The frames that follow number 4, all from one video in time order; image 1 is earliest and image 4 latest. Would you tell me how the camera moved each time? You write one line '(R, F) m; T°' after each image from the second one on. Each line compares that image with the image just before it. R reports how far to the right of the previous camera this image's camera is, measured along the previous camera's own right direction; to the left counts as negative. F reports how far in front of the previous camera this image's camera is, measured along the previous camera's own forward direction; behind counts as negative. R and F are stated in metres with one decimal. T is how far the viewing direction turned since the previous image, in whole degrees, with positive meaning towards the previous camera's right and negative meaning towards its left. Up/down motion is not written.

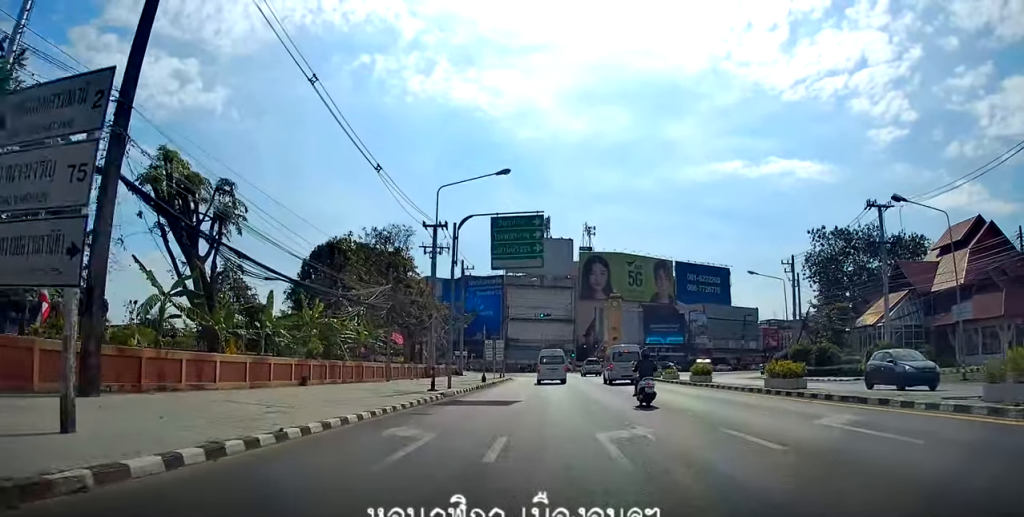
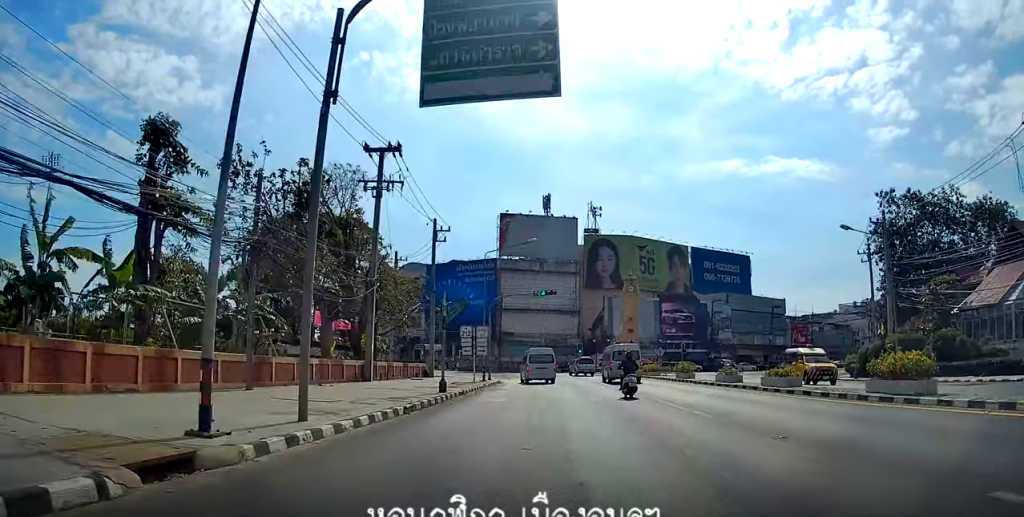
(-0.1, +18.9) m; +2°
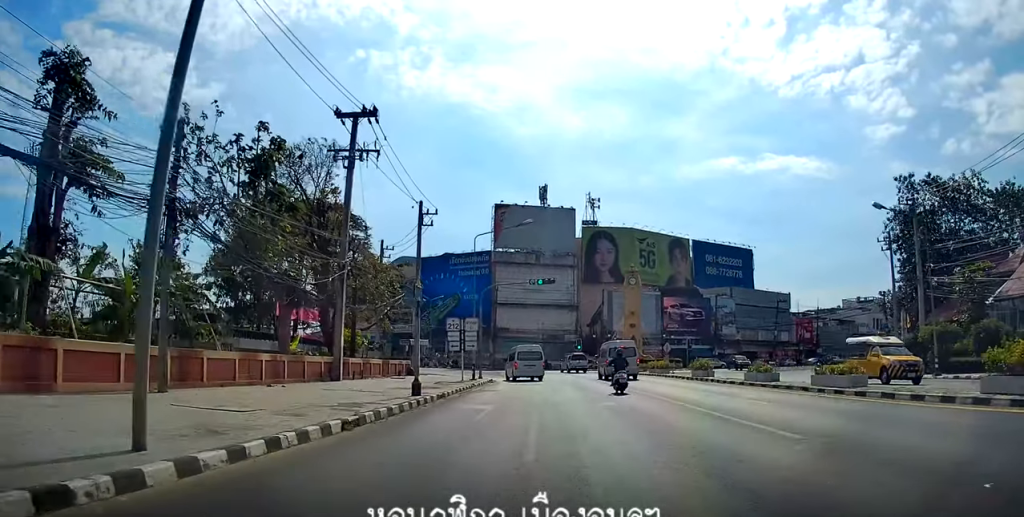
(+0.1, +4.9) m; +1°
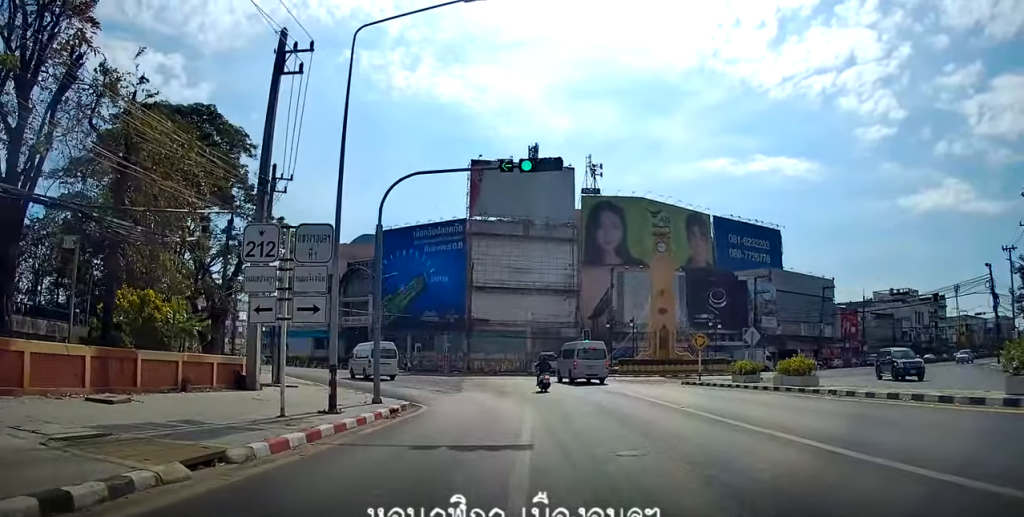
(-0.8, +26.7) m; -3°
